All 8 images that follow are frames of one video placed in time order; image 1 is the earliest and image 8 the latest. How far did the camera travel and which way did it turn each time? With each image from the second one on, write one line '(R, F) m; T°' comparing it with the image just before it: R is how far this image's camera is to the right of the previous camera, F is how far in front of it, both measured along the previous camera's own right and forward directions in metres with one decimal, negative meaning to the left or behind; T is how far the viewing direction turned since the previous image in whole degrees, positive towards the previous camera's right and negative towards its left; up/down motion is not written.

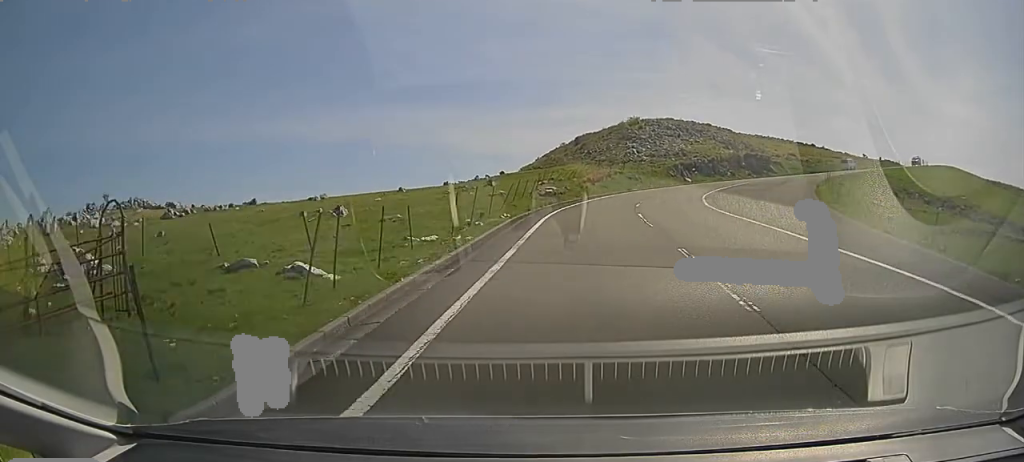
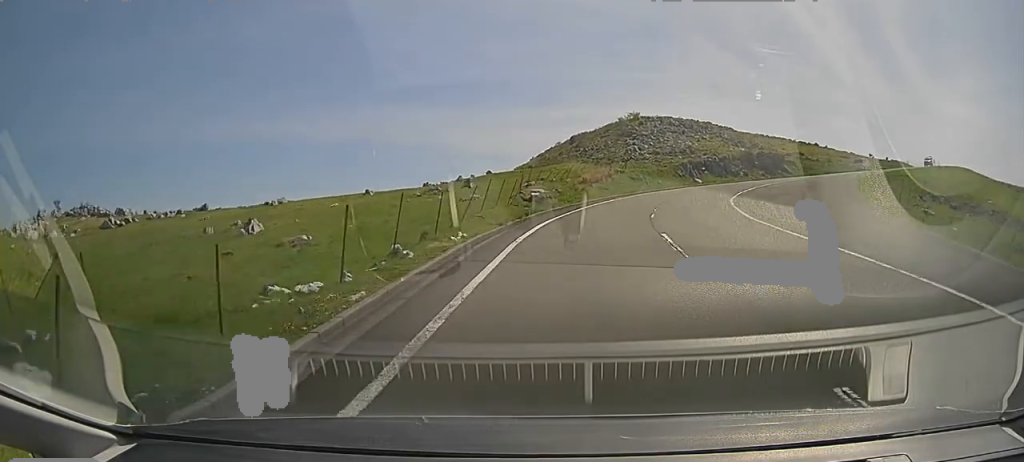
(+0.1, +7.3) m; +1°
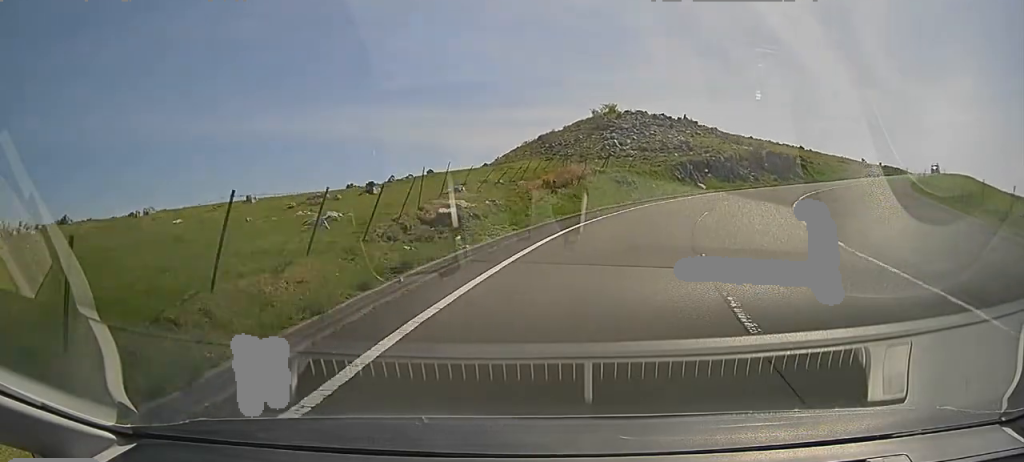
(+0.4, +13.7) m; +3°
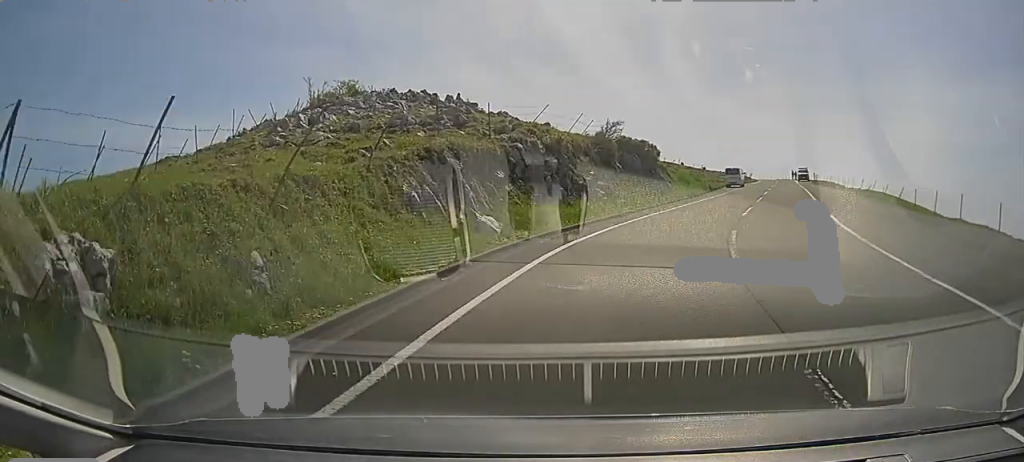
(+3.5, +25.8) m; +23°
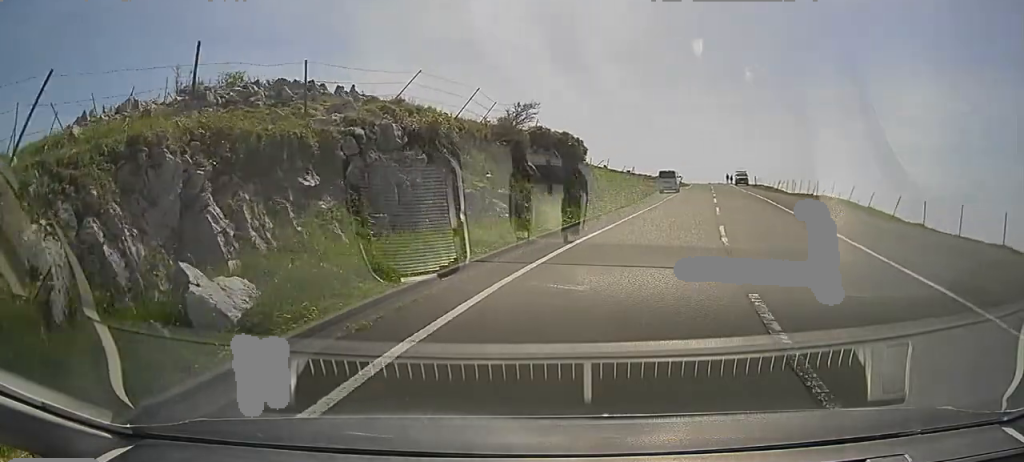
(+1.0, +7.3) m; +6°
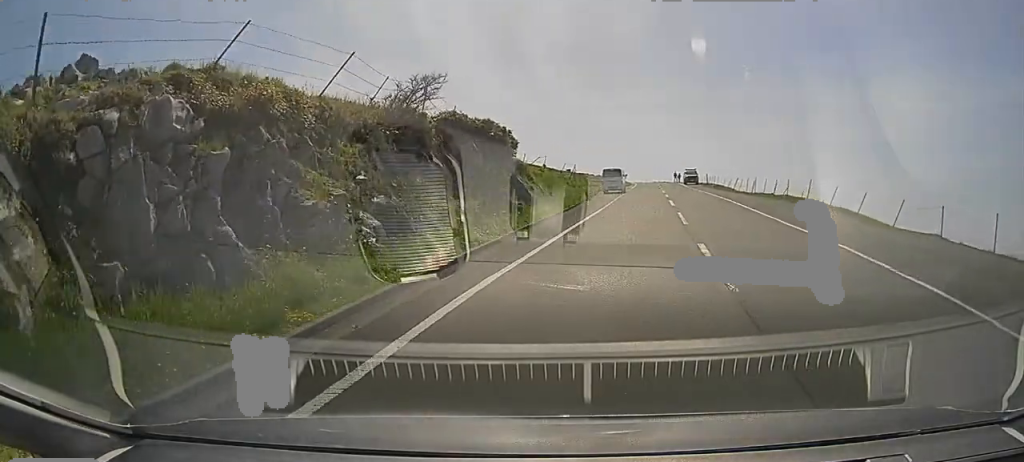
(+0.2, +5.1) m; +3°
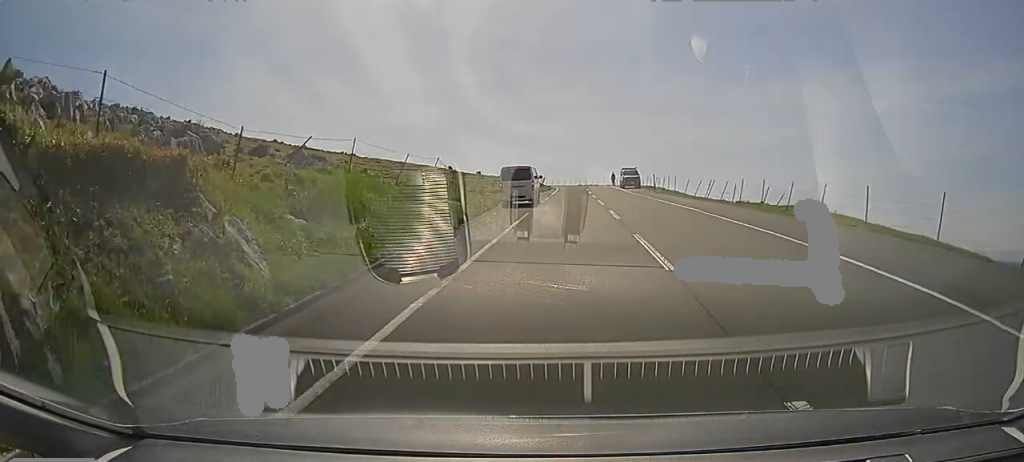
(+1.1, +18.6) m; +6°
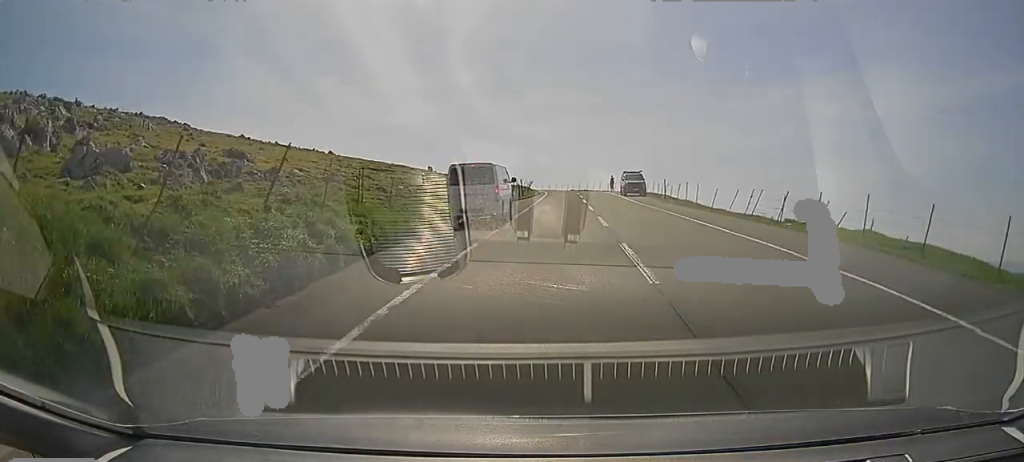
(+0.1, +10.5) m; +2°
